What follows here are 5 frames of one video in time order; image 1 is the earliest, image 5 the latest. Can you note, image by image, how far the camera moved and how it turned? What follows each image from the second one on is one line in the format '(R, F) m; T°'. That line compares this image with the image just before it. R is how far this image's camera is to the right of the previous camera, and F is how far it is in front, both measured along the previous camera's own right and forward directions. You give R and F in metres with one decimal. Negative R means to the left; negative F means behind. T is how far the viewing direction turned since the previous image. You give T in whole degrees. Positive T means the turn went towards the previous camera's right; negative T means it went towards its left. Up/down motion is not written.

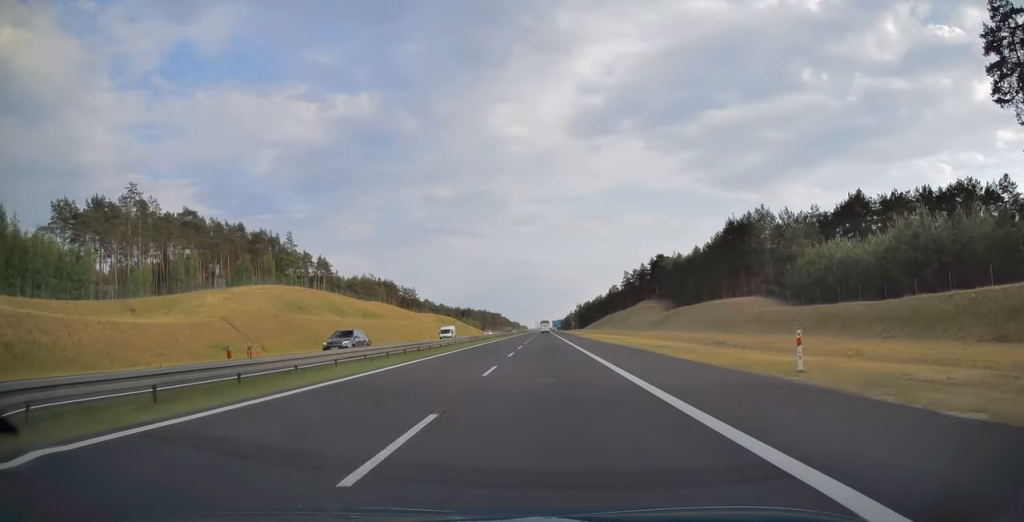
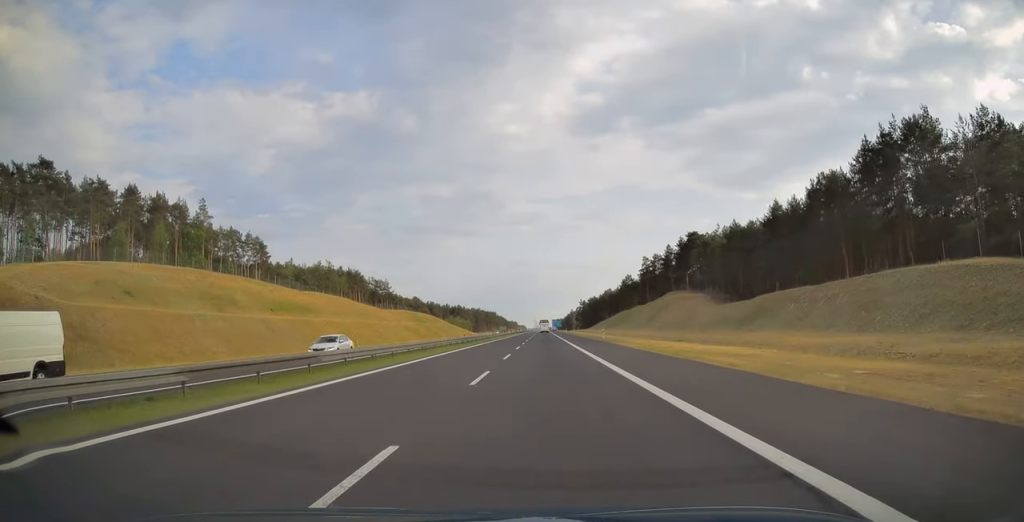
(-0.2, +50.6) m; 0°
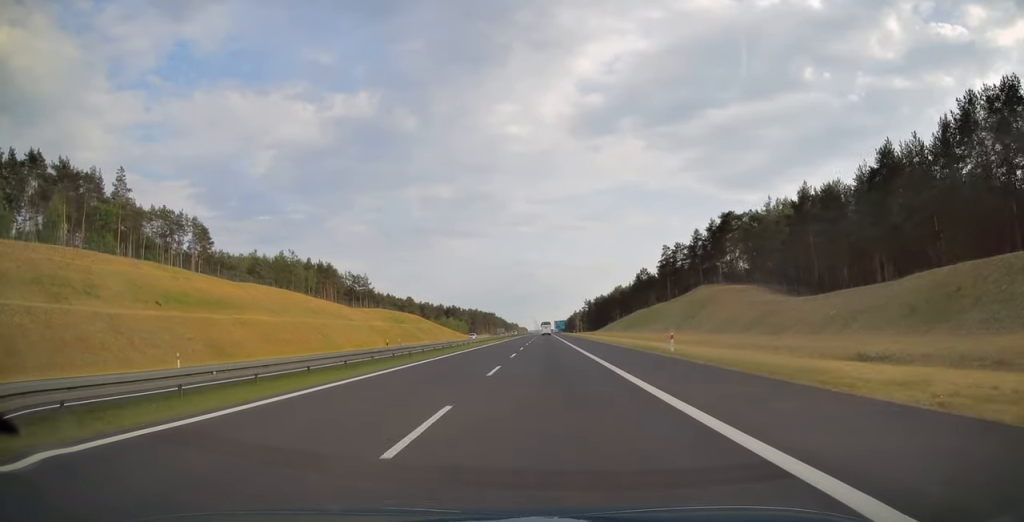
(+0.1, +32.1) m; 0°
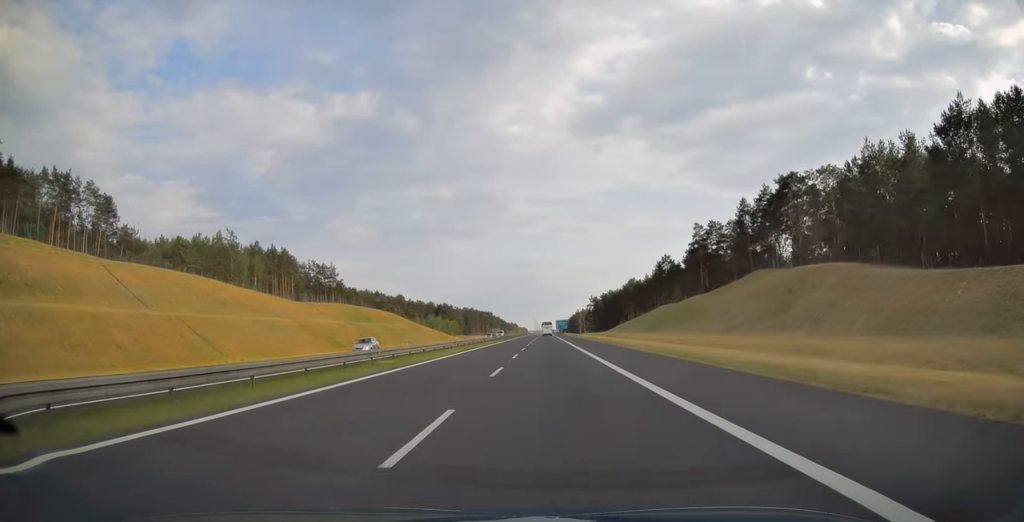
(0.0, +36.2) m; 0°
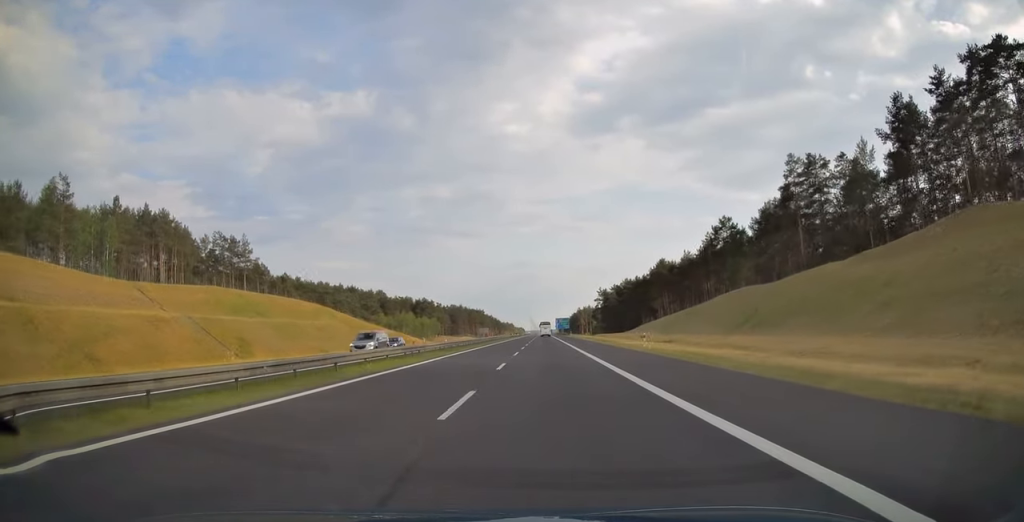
(0.0, +56.4) m; 0°
